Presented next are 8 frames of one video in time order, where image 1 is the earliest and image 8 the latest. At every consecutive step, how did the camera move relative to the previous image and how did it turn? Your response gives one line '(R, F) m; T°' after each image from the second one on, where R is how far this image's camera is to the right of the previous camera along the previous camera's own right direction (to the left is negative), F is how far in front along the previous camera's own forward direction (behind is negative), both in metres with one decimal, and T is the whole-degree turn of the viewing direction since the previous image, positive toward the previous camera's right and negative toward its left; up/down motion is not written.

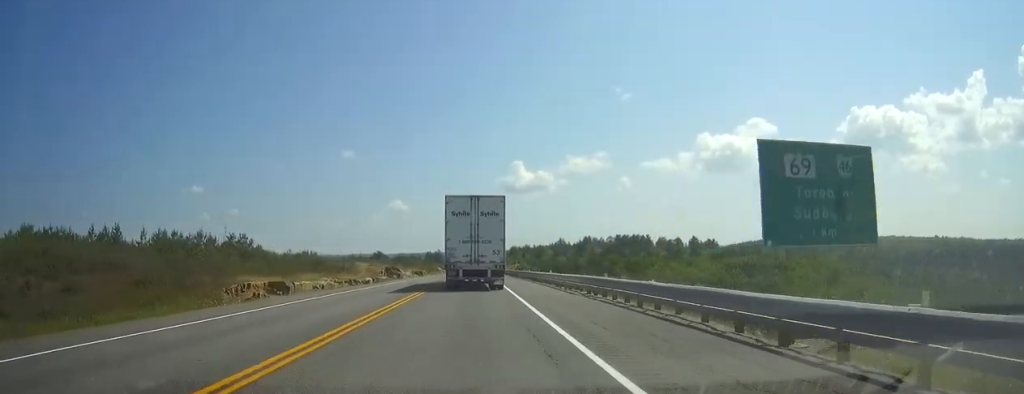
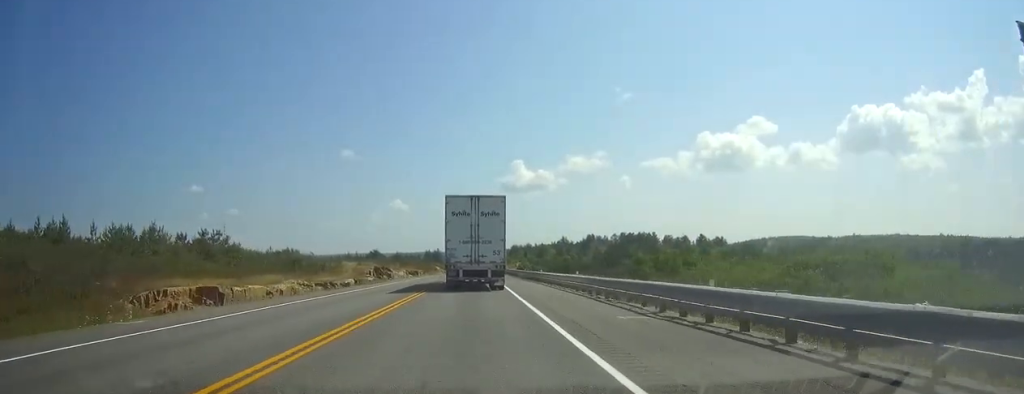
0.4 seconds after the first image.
(0.0, +11.7) m; 0°
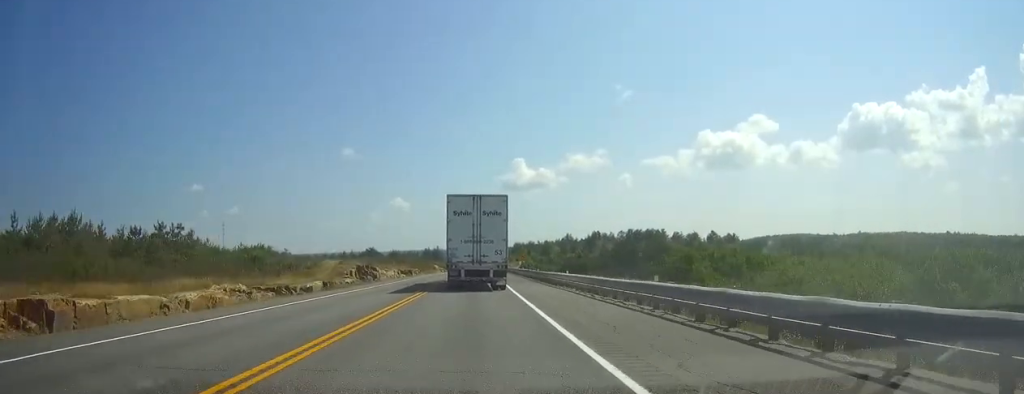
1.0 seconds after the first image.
(0.0, +14.3) m; 0°
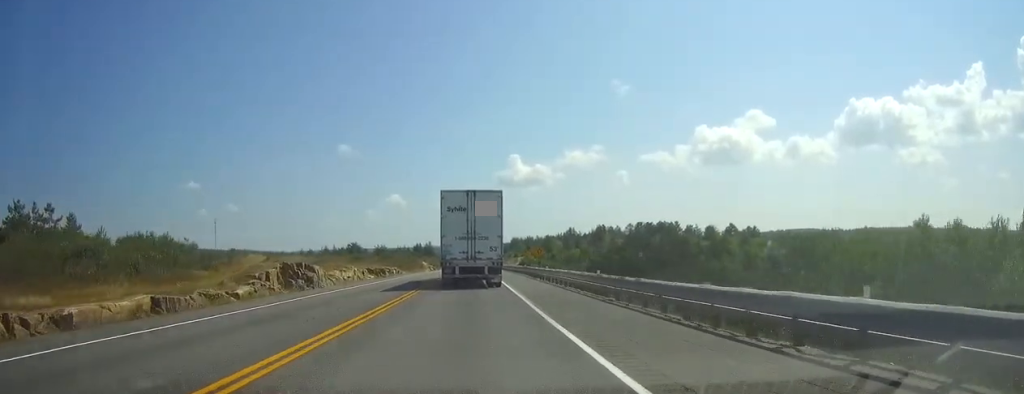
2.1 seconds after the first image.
(0.0, +29.6) m; 0°
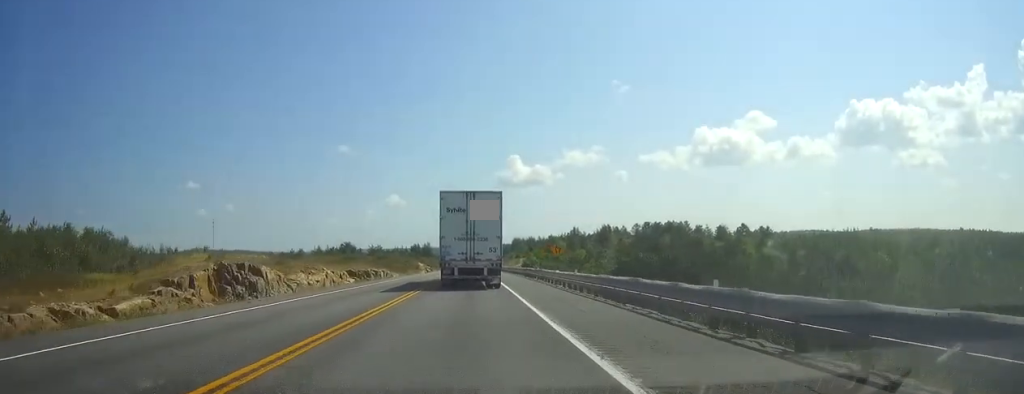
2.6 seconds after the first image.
(0.0, +13.4) m; 0°
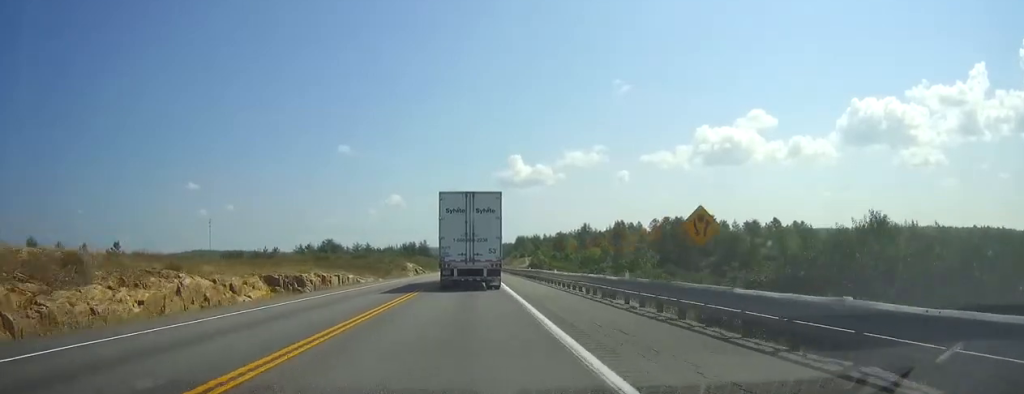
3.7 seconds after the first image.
(0.0, +30.5) m; 0°
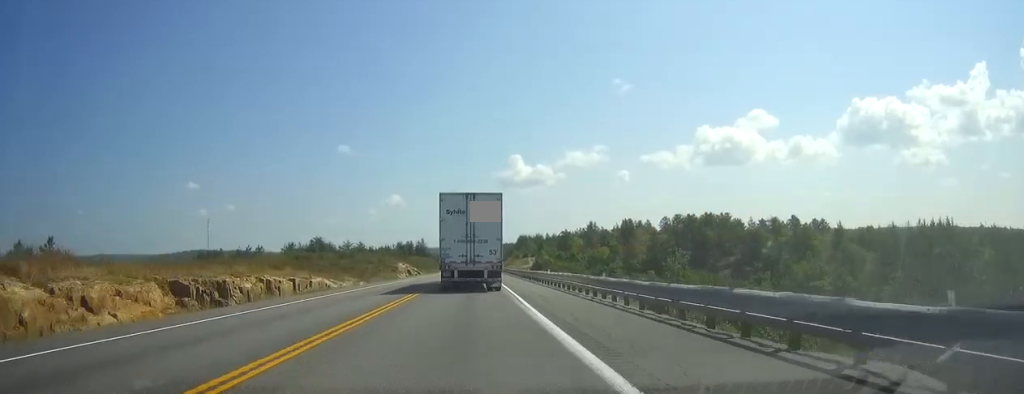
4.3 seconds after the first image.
(0.0, +15.3) m; 0°
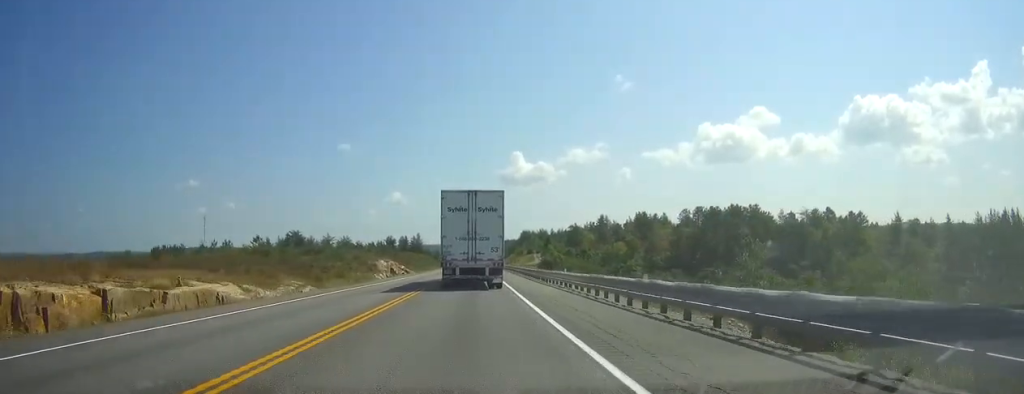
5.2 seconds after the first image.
(0.0, +25.3) m; 0°
